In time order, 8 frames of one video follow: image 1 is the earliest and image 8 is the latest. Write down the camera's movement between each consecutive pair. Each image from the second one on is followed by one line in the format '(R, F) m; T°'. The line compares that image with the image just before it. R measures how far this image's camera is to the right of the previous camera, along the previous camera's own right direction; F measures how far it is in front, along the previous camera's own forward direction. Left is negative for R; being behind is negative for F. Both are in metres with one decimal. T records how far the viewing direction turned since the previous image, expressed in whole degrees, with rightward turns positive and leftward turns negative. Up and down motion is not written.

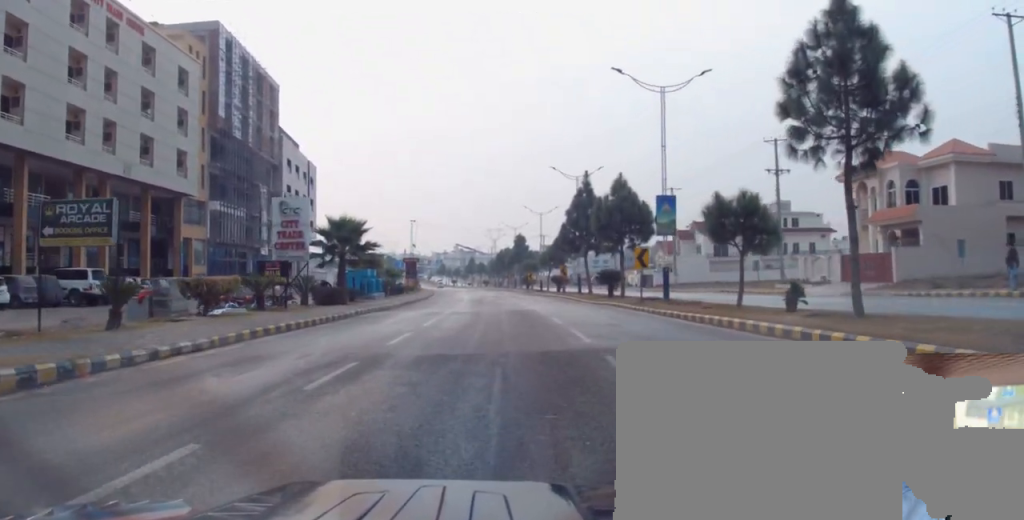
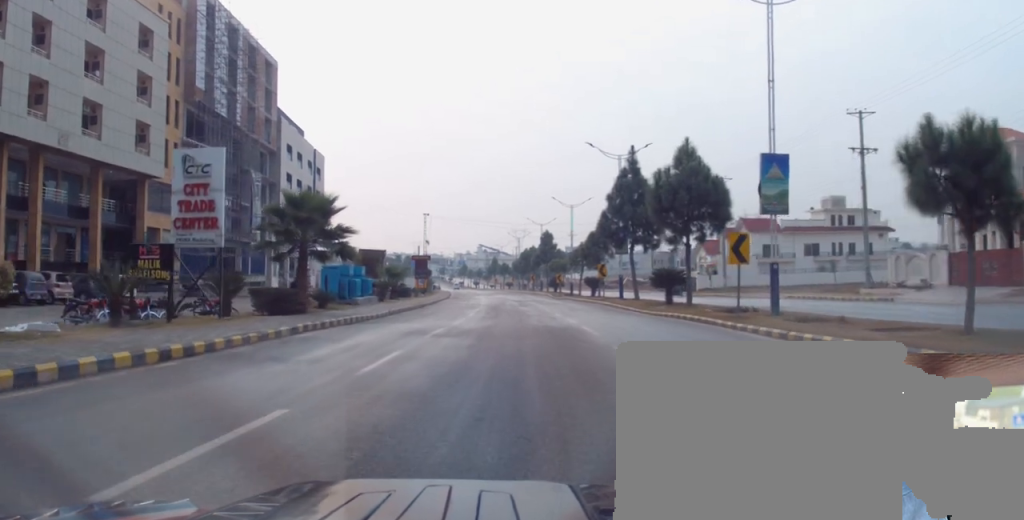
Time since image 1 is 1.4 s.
(-0.6, +11.1) m; -5°
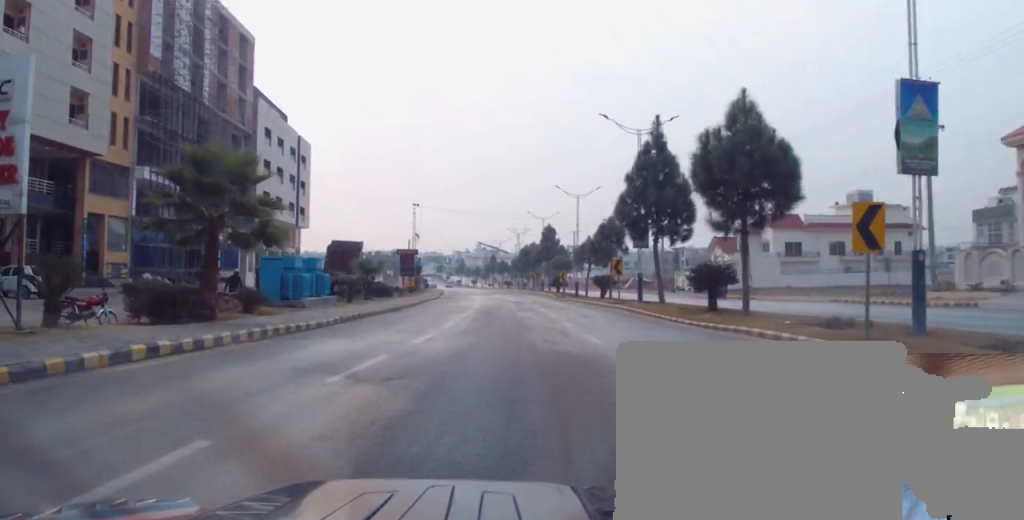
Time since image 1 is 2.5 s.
(-0.1, +8.7) m; 0°
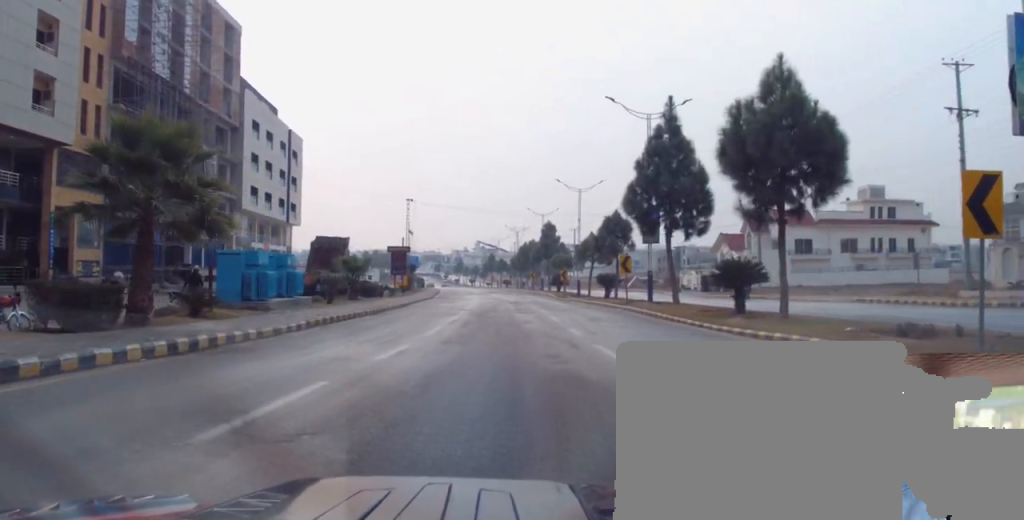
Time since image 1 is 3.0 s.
(0.0, +3.8) m; 0°
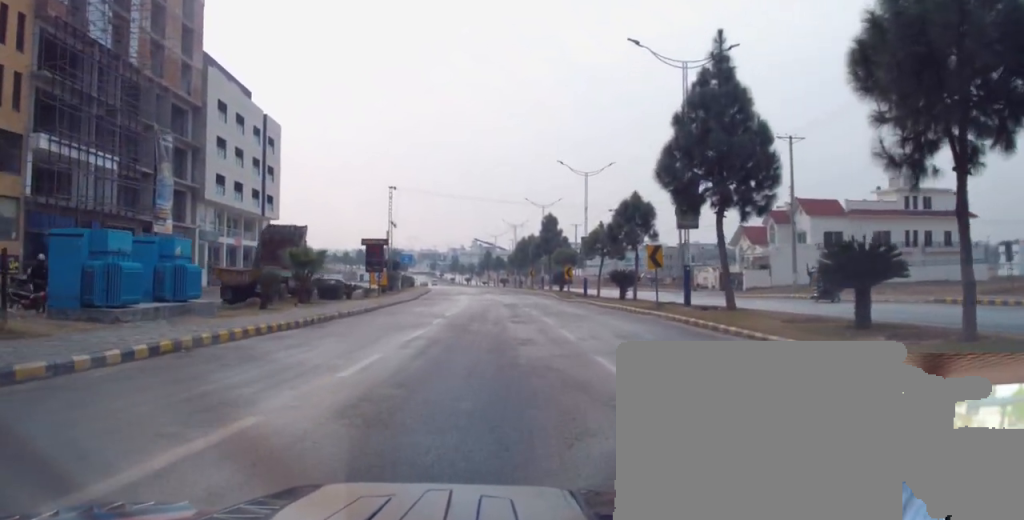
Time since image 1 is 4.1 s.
(0.0, +9.1) m; 0°
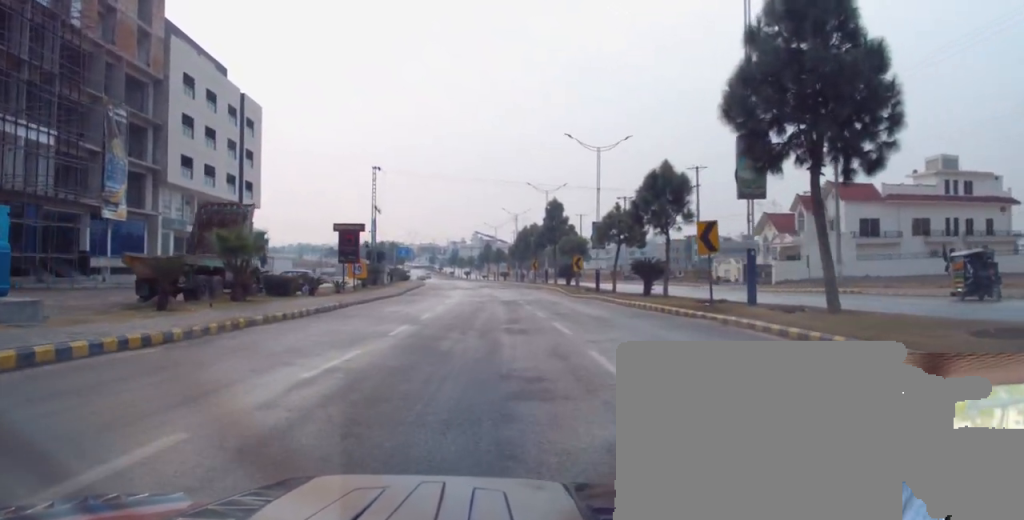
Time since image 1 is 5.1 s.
(0.0, +8.3) m; 0°
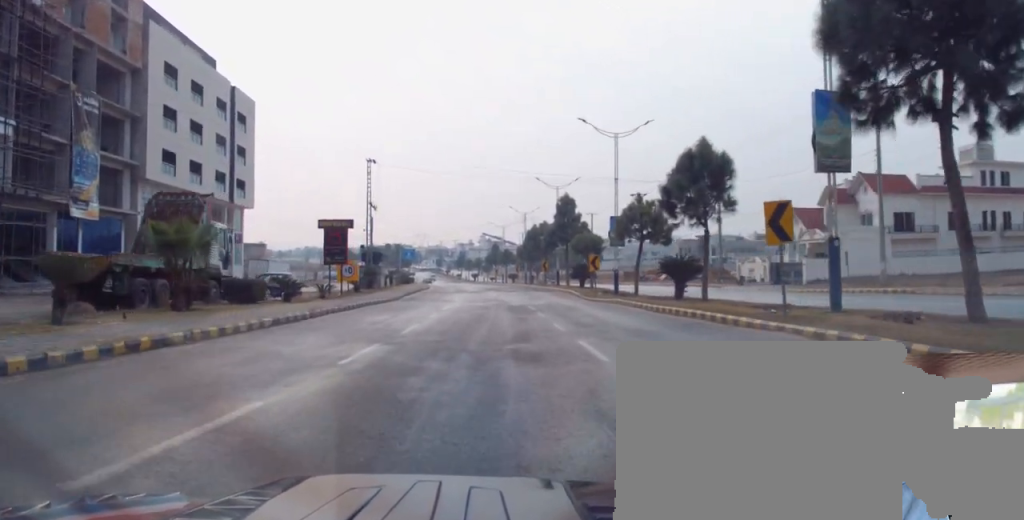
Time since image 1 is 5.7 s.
(0.0, +5.1) m; 0°
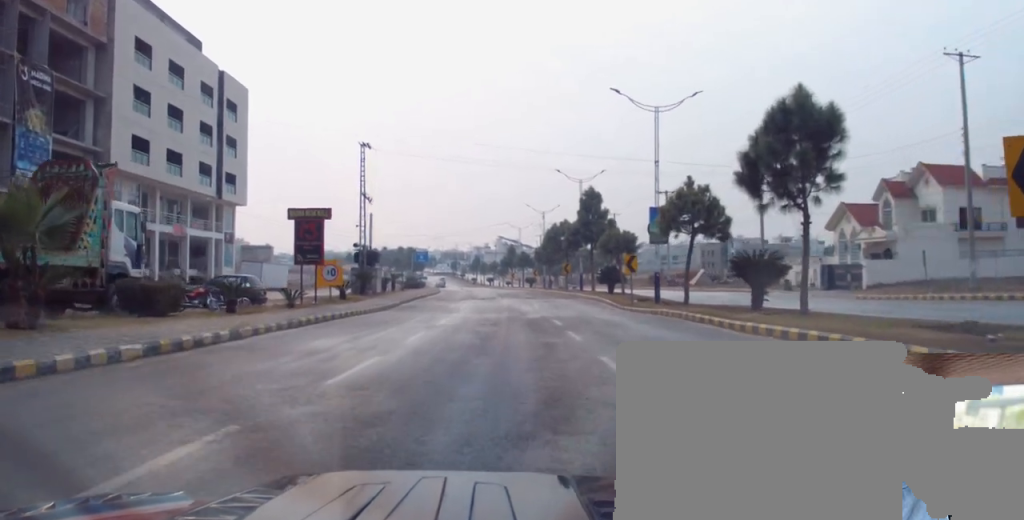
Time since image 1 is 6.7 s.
(0.0, +8.3) m; 0°
